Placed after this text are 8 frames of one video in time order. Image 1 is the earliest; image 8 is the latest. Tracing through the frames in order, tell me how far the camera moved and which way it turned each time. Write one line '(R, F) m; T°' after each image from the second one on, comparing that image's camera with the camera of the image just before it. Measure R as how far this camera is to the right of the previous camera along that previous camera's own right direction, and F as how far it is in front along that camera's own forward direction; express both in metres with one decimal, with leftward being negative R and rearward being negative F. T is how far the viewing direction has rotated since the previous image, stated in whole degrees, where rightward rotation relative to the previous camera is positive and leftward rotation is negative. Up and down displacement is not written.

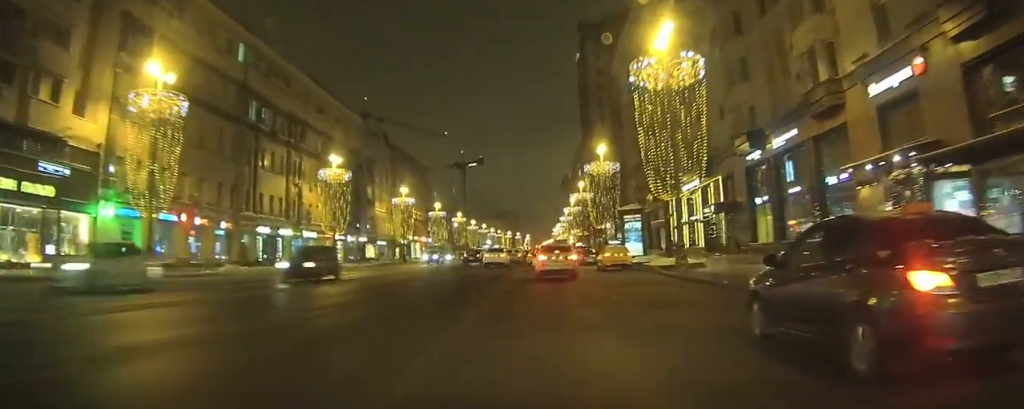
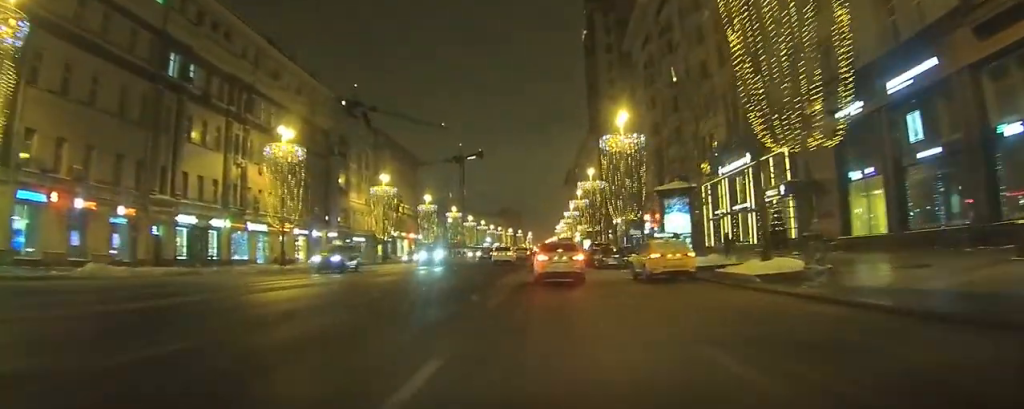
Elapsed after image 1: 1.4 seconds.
(+0.1, +12.2) m; +1°
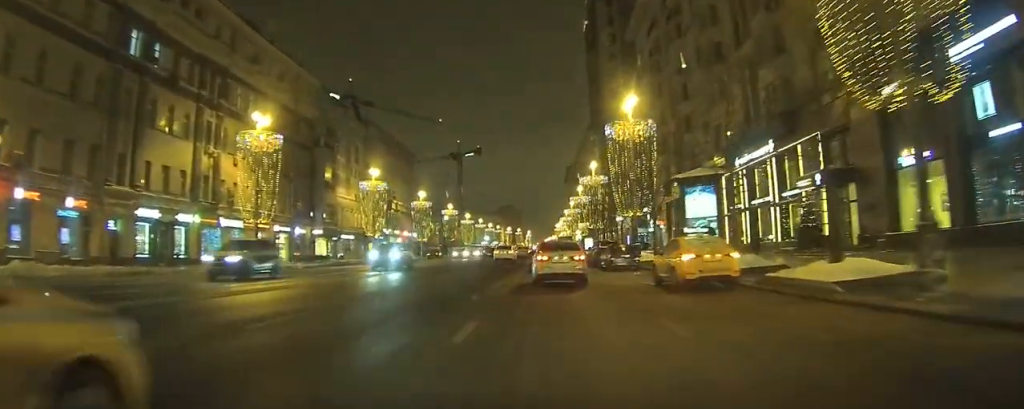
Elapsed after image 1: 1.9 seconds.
(0.0, +4.2) m; 0°
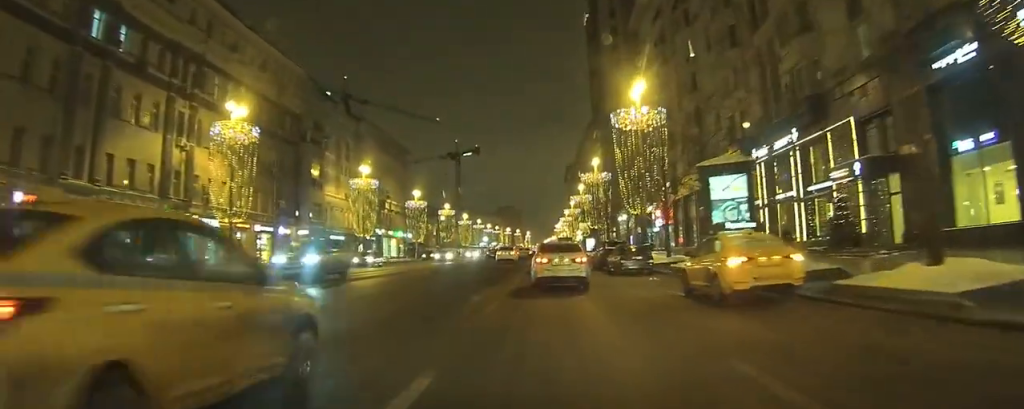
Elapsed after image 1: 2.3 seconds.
(0.0, +3.9) m; 0°
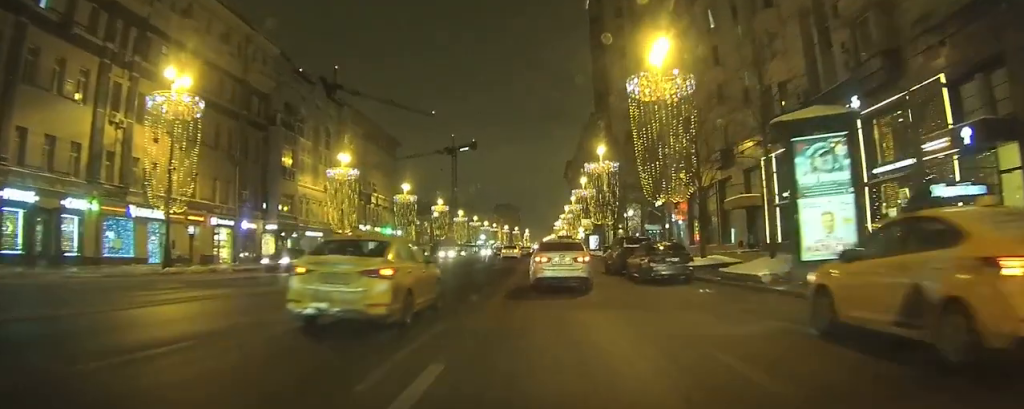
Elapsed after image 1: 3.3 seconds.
(+0.1, +7.5) m; +3°
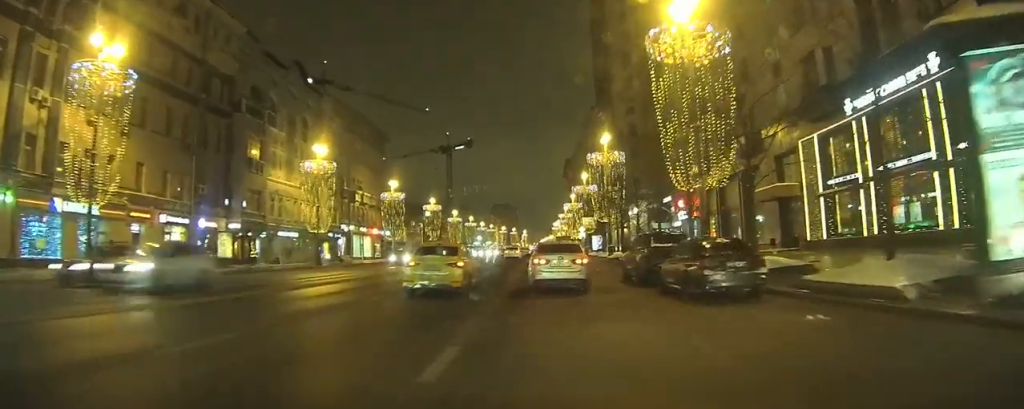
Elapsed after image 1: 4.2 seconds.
(+0.3, +7.0) m; +2°
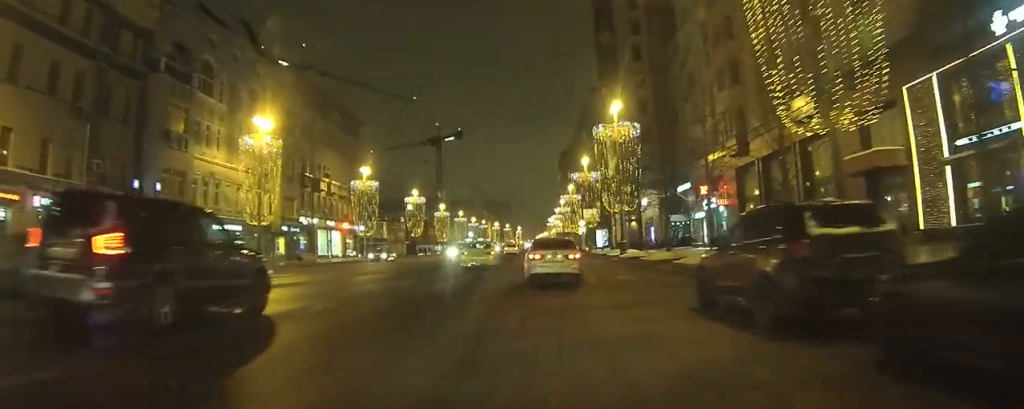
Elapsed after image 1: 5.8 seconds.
(-0.3, +12.0) m; -4°
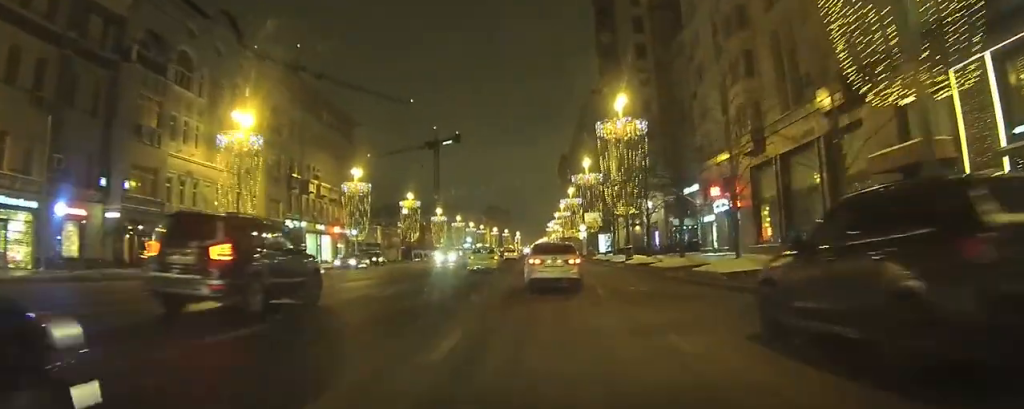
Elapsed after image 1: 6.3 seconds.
(0.0, +3.4) m; -1°
